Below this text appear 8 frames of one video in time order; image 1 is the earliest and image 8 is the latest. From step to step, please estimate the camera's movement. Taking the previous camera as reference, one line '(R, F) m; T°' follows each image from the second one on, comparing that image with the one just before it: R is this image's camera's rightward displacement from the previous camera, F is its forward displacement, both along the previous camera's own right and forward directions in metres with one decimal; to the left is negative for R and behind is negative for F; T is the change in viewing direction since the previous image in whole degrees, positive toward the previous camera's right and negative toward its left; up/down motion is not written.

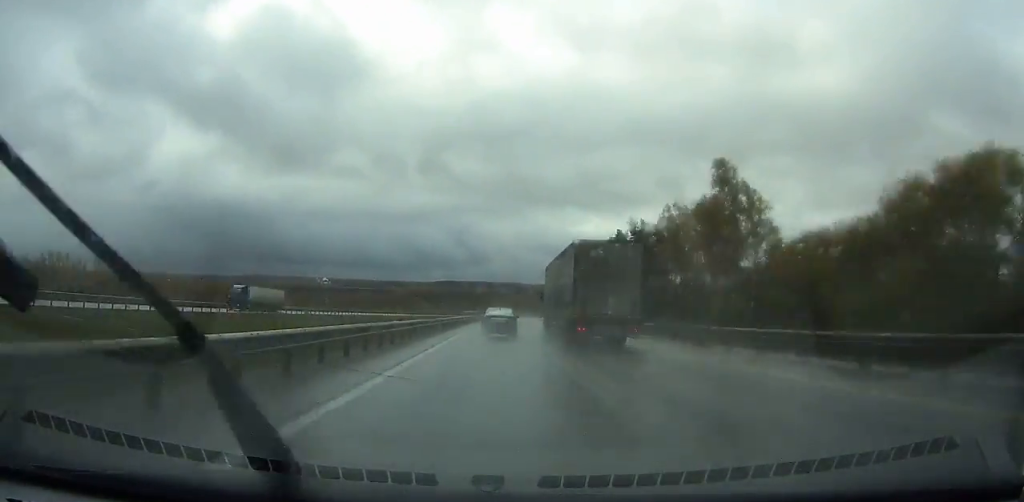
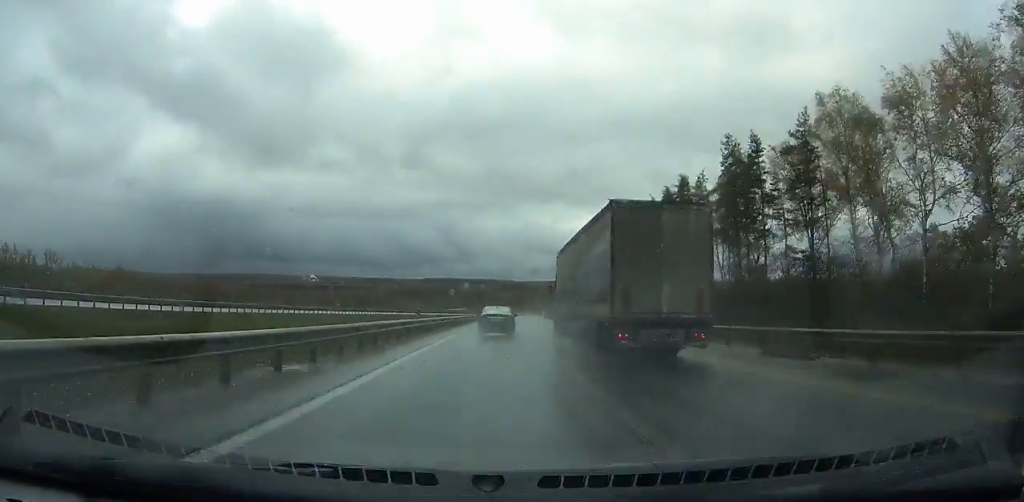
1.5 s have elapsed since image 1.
(+0.5, +42.5) m; +1°
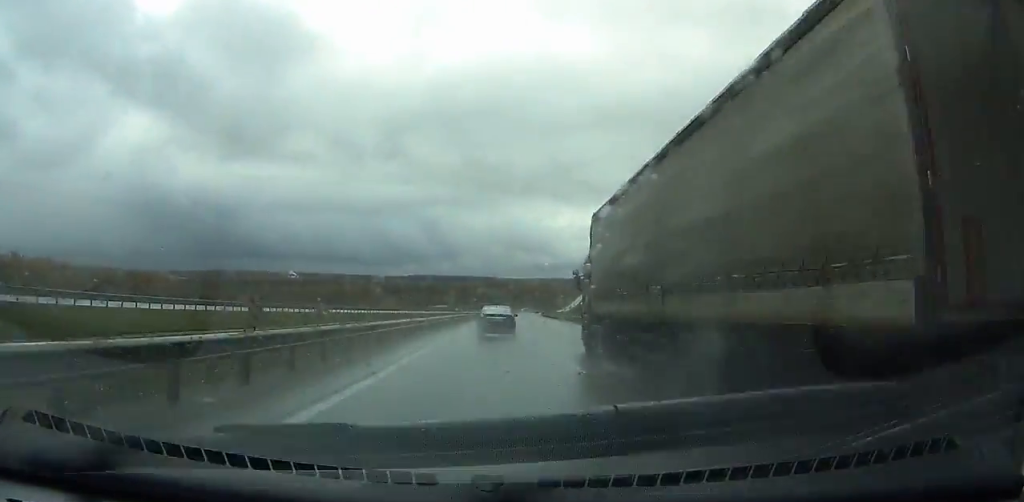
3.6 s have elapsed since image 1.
(+0.5, +60.0) m; +1°
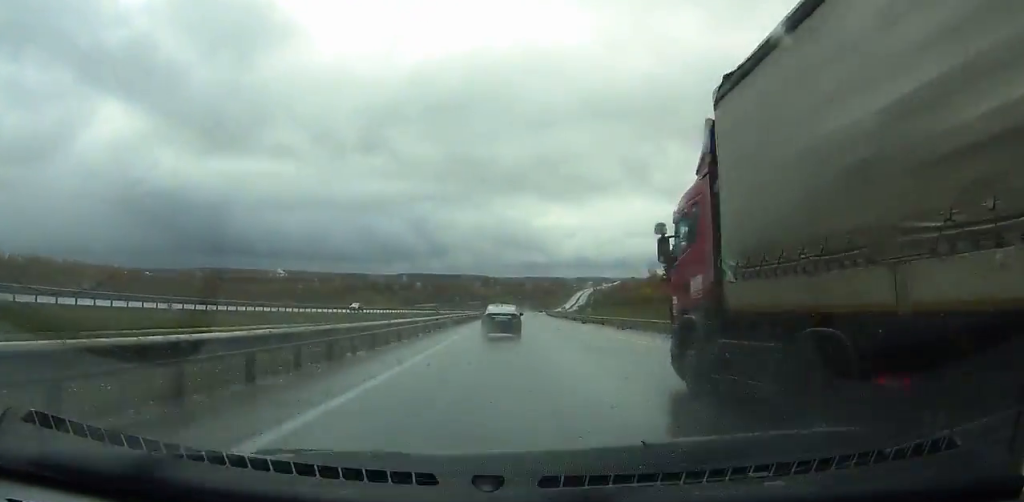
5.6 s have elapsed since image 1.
(+0.6, +58.0) m; +1°
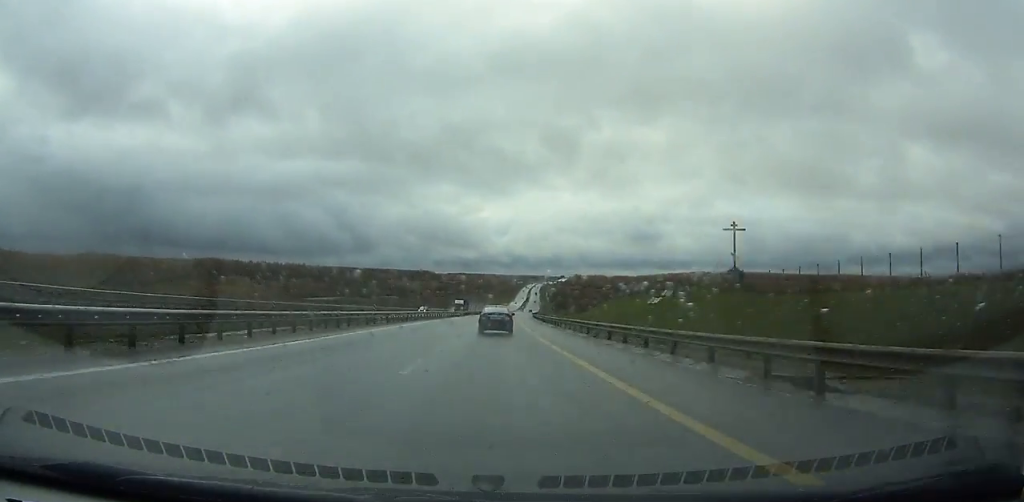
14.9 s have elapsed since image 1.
(+20.5, +269.8) m; +7°
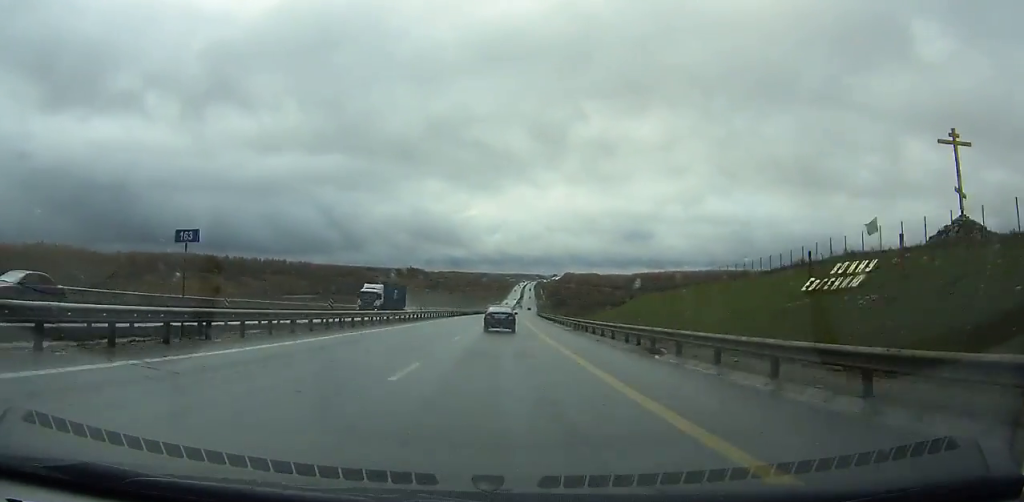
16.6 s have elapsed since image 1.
(-0.2, +48.6) m; 0°
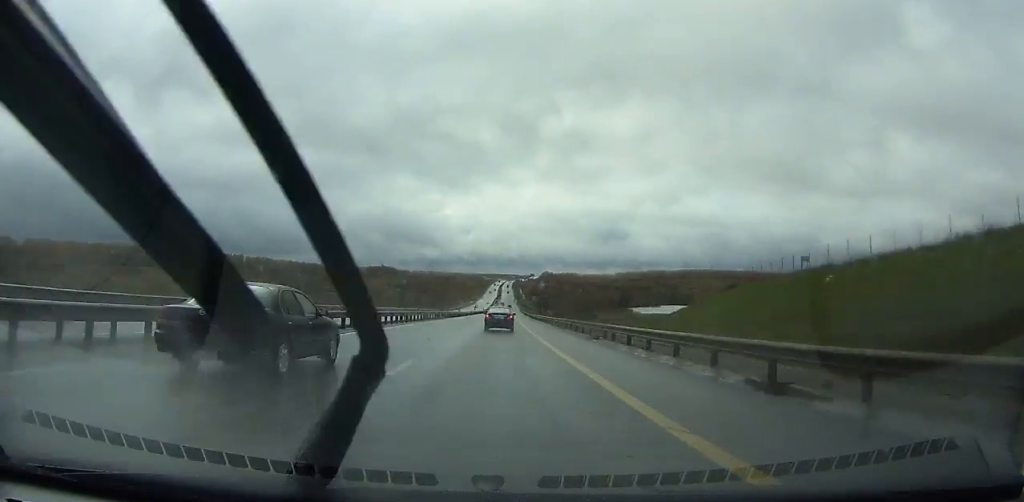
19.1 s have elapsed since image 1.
(-0.4, +70.9) m; +1°
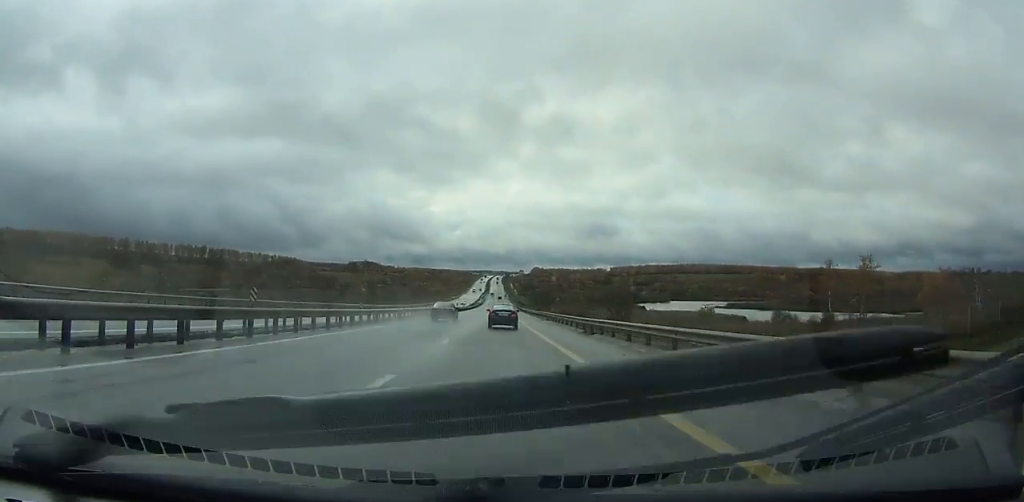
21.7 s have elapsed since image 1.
(+1.2, +73.1) m; +1°
